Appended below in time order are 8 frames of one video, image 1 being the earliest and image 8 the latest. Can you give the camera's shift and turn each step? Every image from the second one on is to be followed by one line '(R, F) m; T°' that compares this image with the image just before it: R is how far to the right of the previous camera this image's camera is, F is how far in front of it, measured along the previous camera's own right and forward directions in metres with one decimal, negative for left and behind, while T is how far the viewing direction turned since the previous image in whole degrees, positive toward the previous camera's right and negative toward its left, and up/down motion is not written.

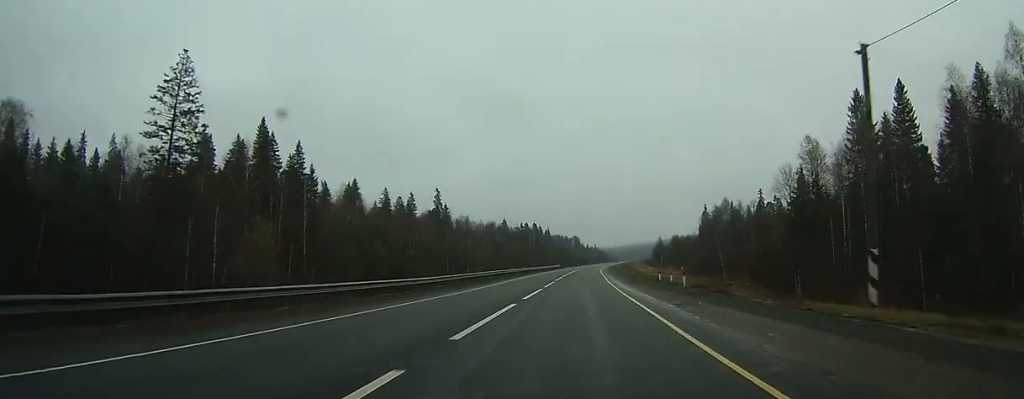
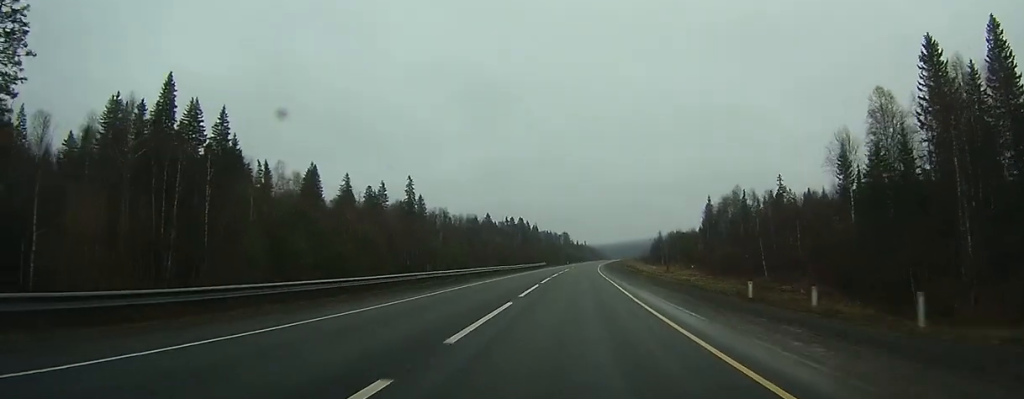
(+0.1, +24.3) m; +1°
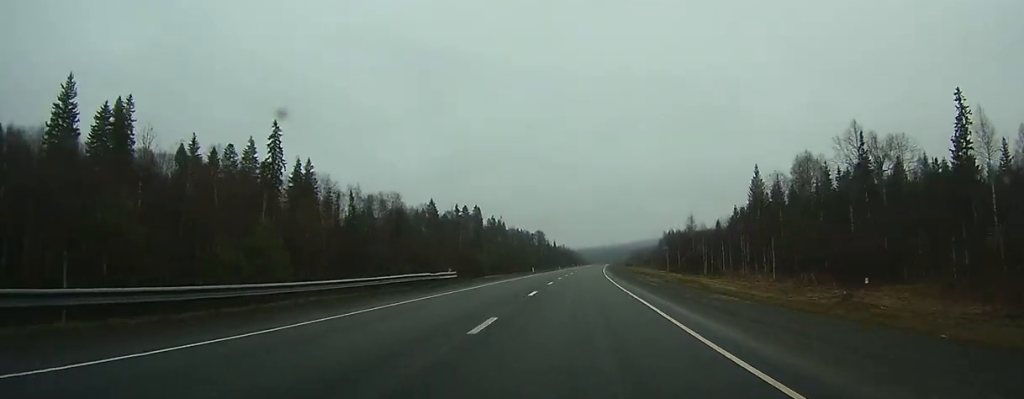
(+1.7, +76.4) m; +2°
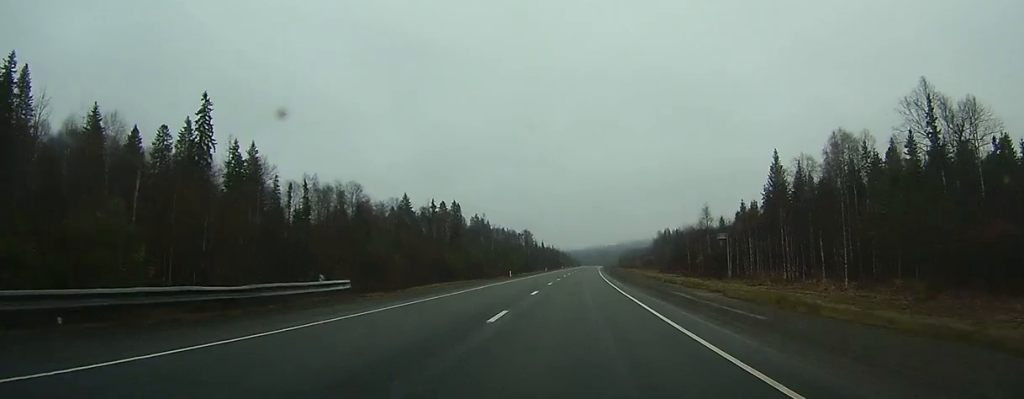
(-0.1, +20.4) m; +1°
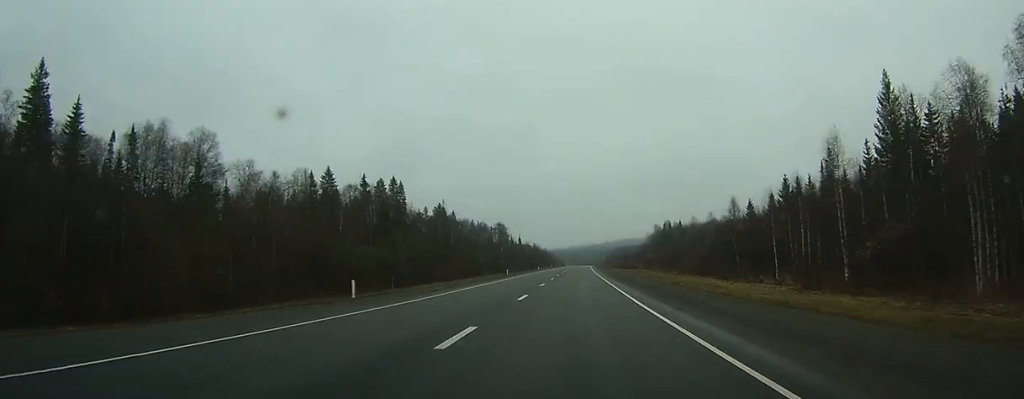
(+0.6, +54.5) m; +1°
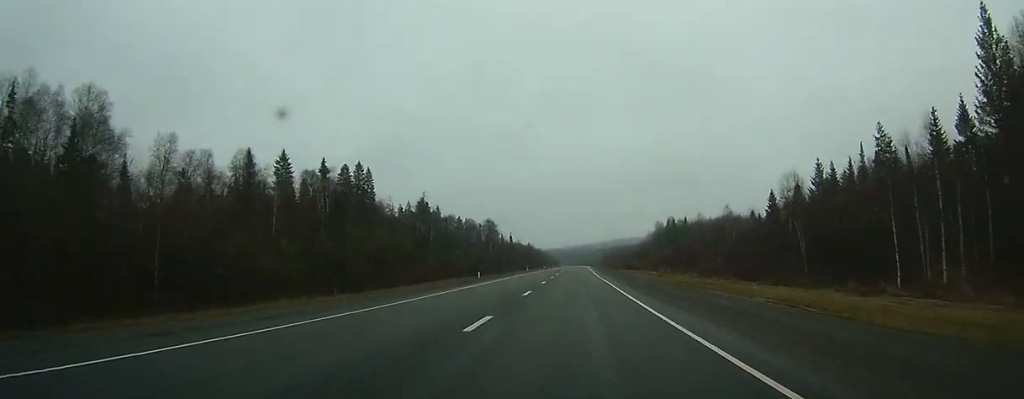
(+0.3, +22.9) m; 0°
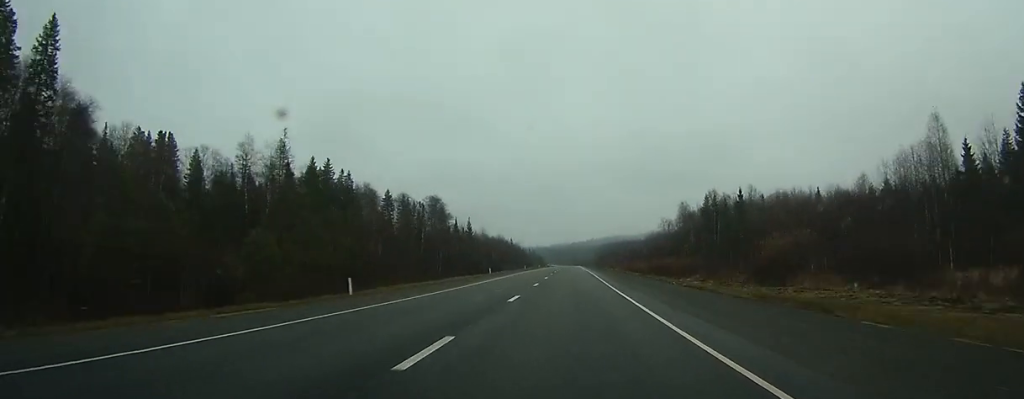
(+1.3, +90.8) m; +1°
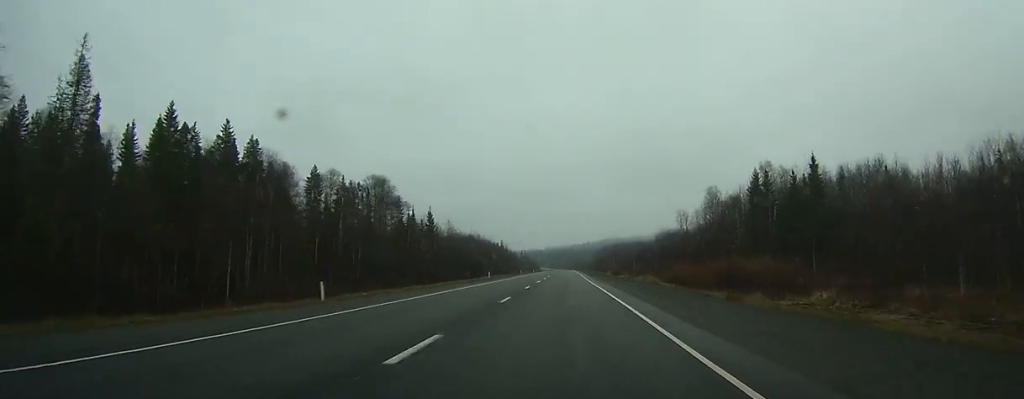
(0.0, +47.8) m; 0°
